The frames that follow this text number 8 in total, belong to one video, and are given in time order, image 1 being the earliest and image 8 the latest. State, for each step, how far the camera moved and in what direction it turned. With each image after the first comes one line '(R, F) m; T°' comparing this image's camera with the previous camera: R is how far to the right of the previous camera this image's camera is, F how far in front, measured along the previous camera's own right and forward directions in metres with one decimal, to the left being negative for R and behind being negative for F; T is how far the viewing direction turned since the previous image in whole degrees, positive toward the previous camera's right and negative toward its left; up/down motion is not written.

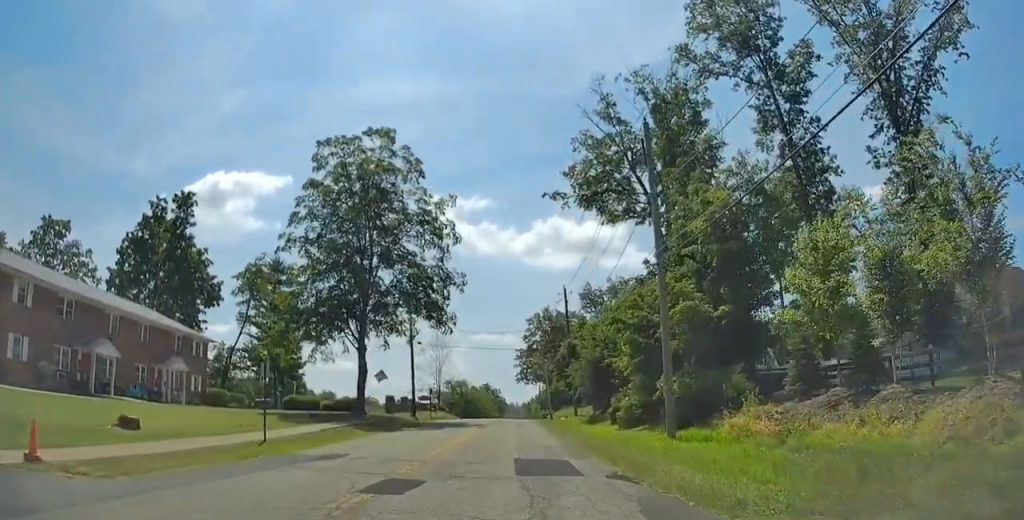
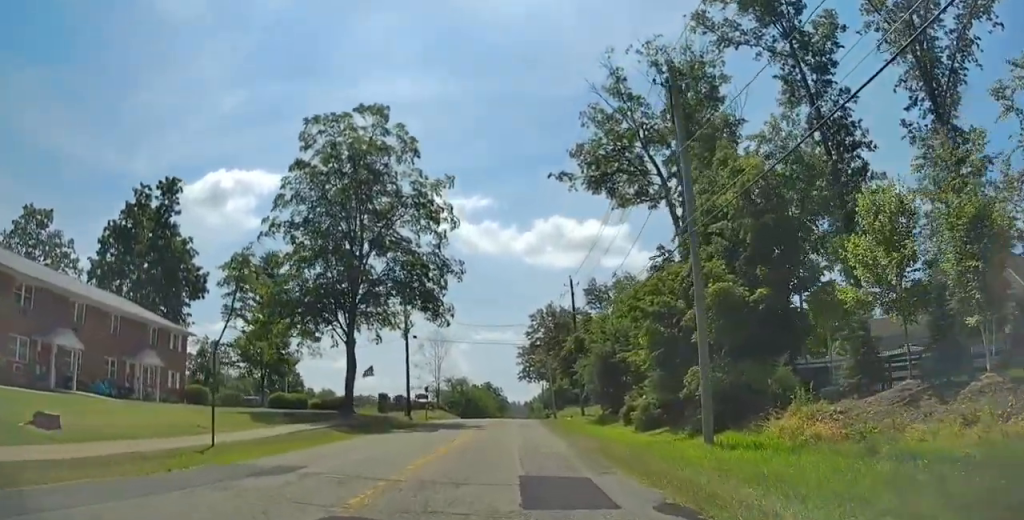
(0.0, +3.9) m; -1°
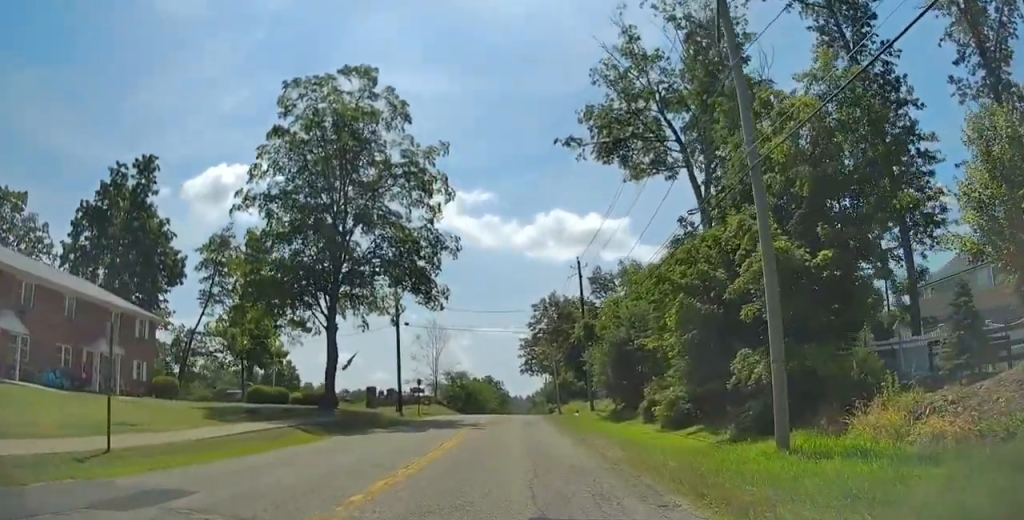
(-0.1, +4.7) m; 0°
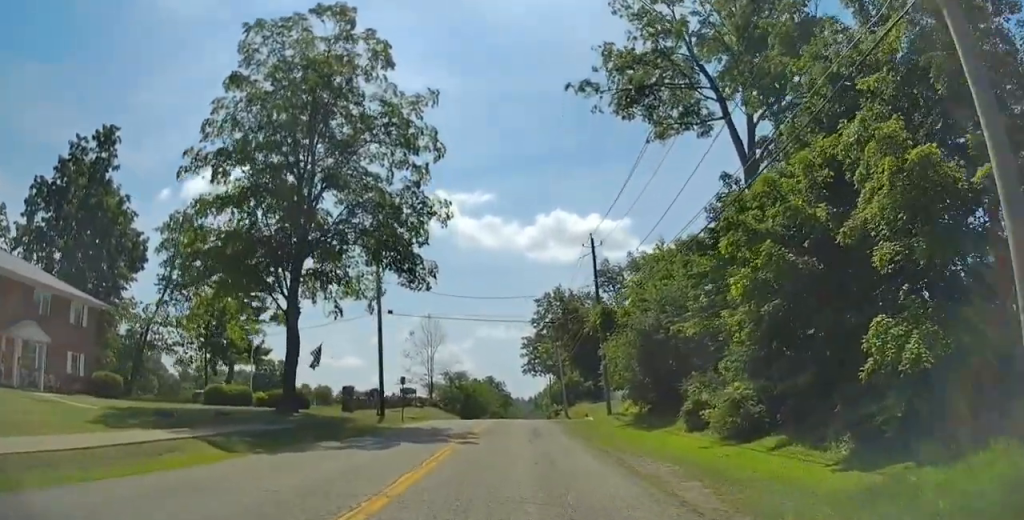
(-0.1, +7.2) m; +1°
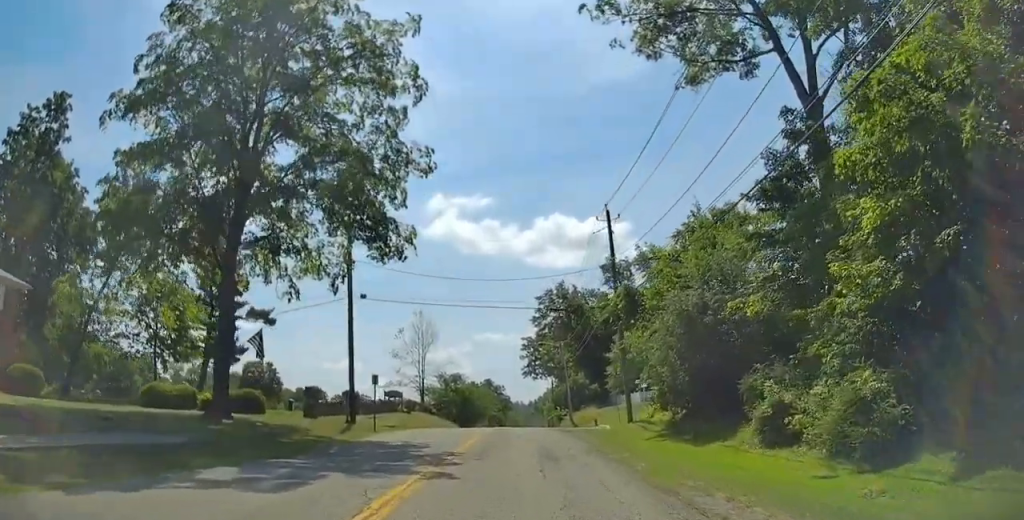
(+0.2, +7.4) m; +2°
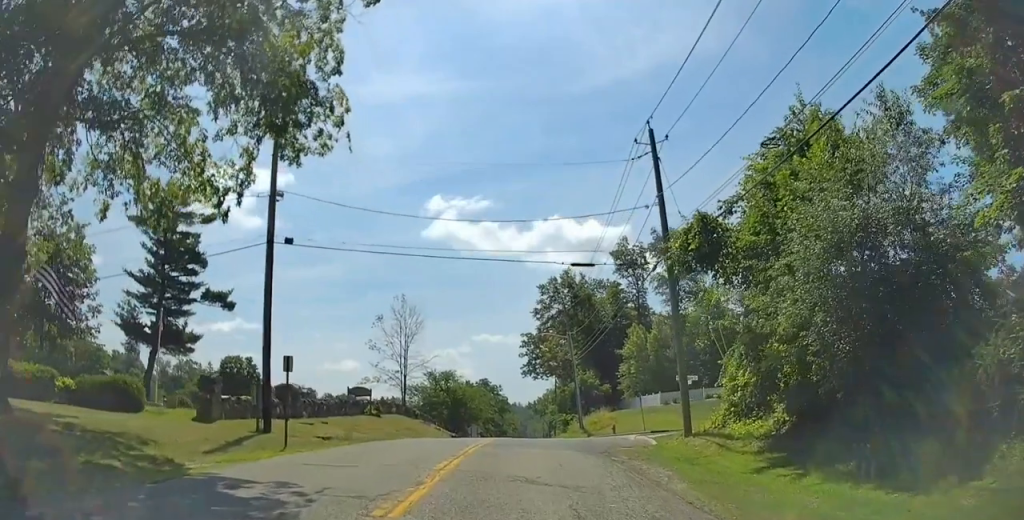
(+0.3, +11.2) m; 0°
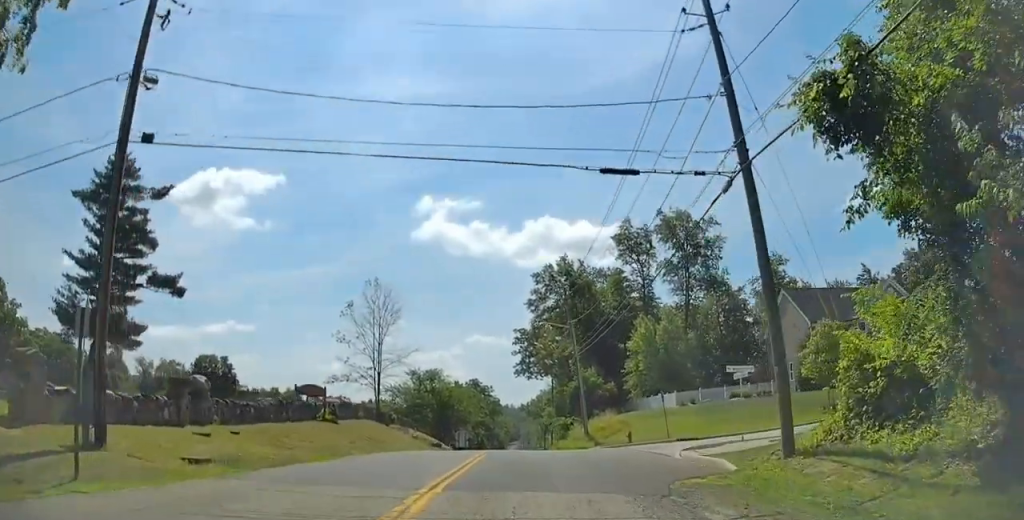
(-0.2, +8.7) m; -3°
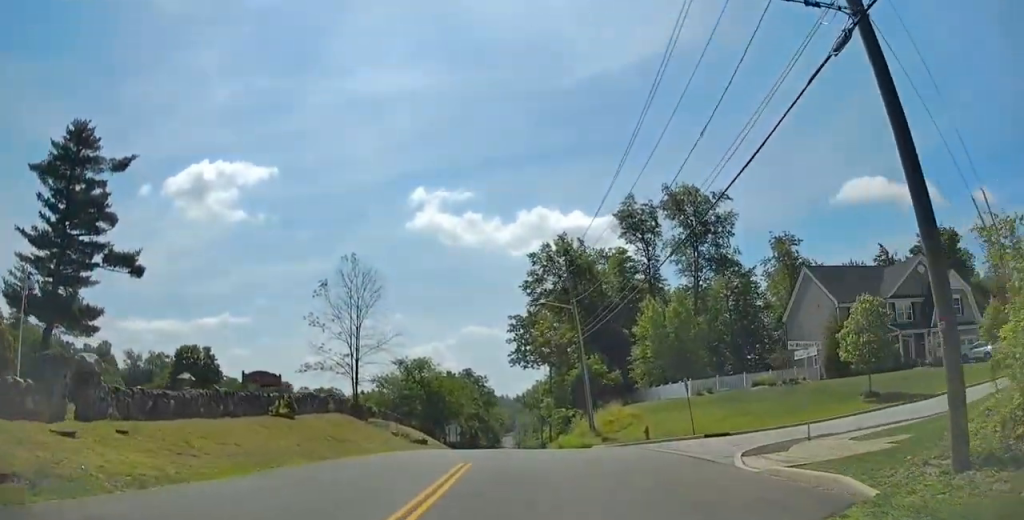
(-0.2, +6.4) m; 0°
